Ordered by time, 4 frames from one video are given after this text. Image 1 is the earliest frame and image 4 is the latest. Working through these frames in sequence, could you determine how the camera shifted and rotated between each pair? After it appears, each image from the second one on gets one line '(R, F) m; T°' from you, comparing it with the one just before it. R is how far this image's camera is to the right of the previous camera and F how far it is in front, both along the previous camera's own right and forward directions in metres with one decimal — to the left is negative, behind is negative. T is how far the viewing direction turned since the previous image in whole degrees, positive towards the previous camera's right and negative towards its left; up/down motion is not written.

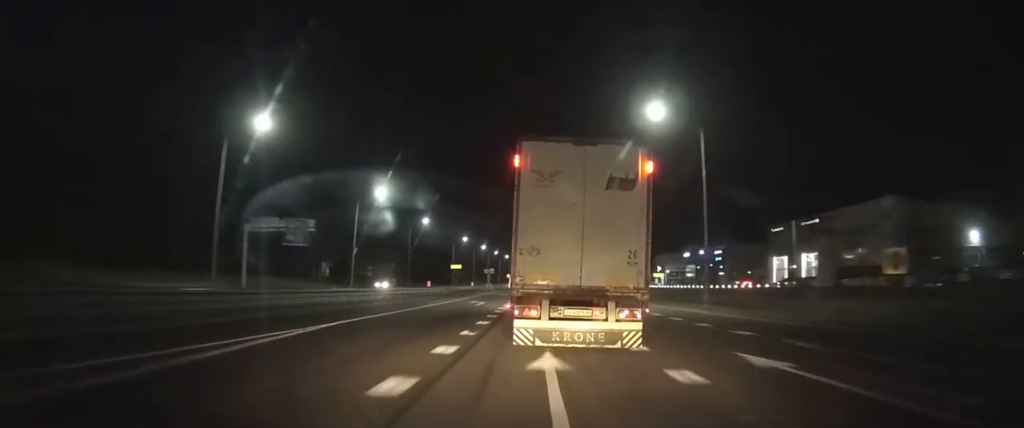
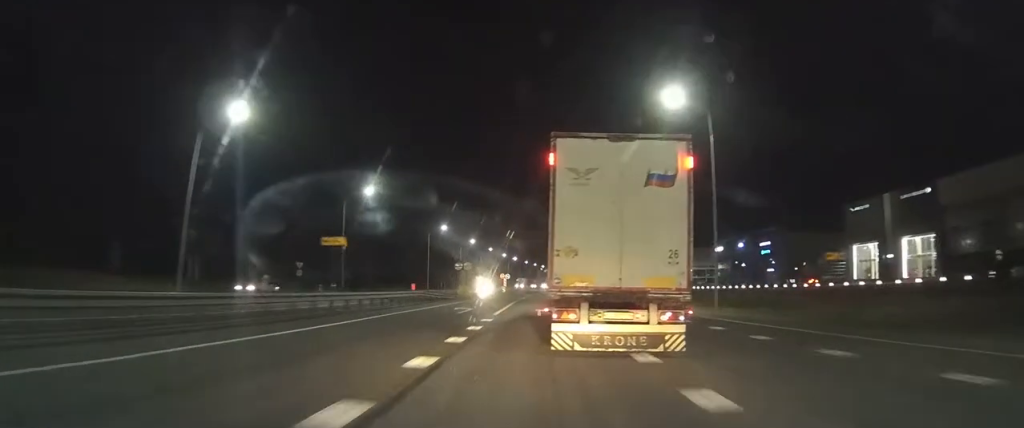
(-0.4, +38.8) m; -1°
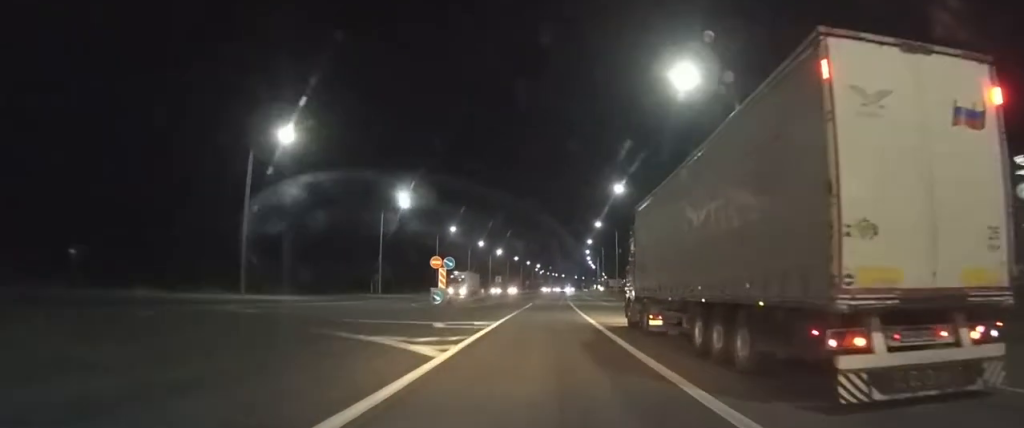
(+0.5, +70.8) m; 0°
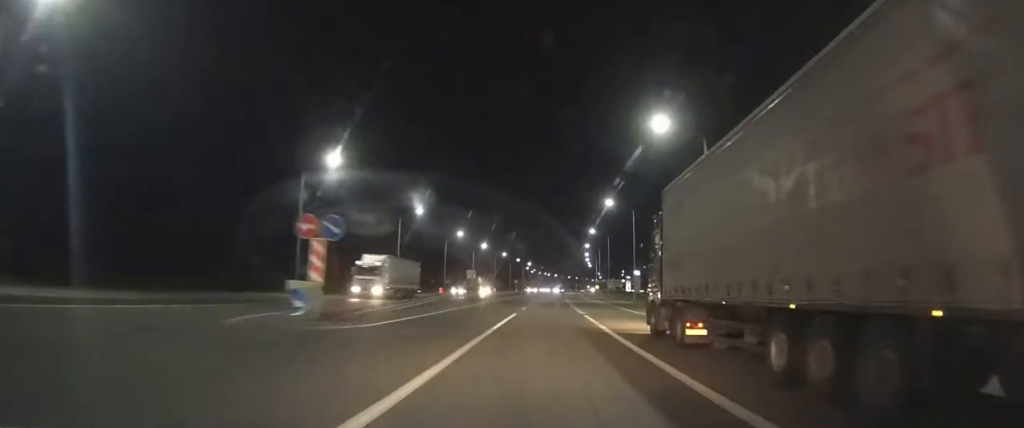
(-0.1, +24.0) m; 0°
